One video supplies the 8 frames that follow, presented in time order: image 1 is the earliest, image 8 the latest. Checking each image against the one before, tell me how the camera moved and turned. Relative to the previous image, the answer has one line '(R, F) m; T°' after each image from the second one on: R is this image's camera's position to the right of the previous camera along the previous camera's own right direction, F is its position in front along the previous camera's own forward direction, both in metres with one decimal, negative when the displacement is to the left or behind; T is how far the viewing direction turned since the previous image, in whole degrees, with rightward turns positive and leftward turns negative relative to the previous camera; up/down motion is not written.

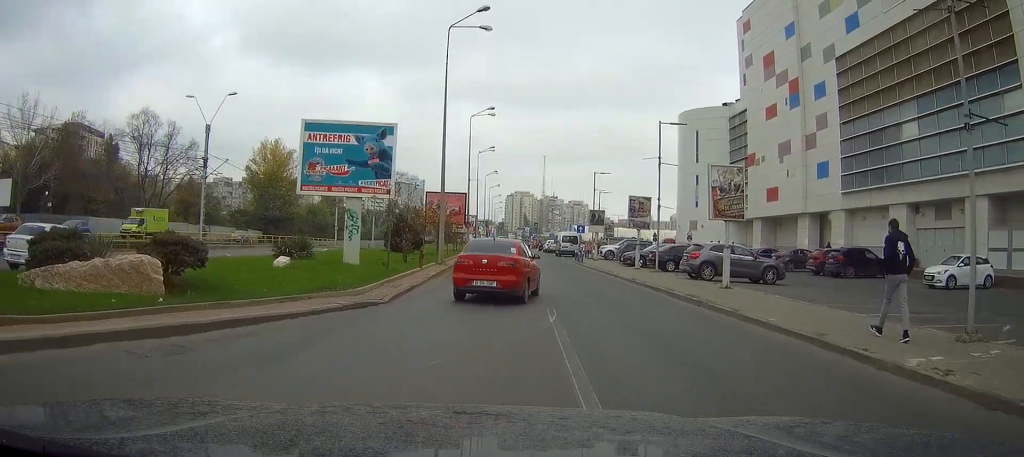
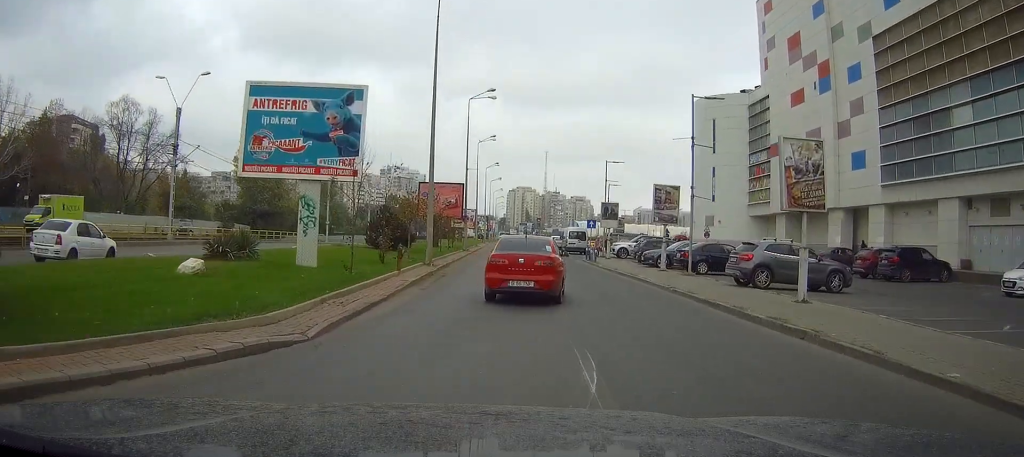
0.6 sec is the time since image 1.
(0.0, +5.9) m; 0°
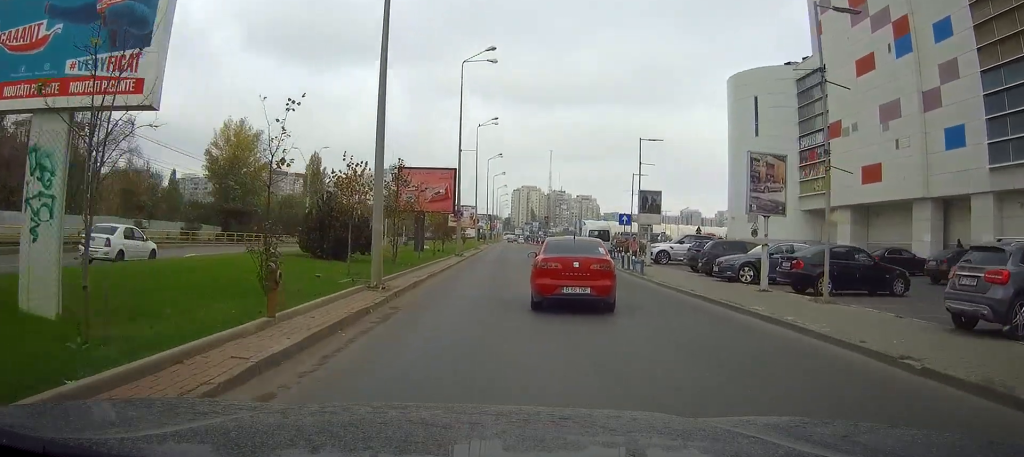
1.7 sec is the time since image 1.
(-0.1, +12.2) m; 0°
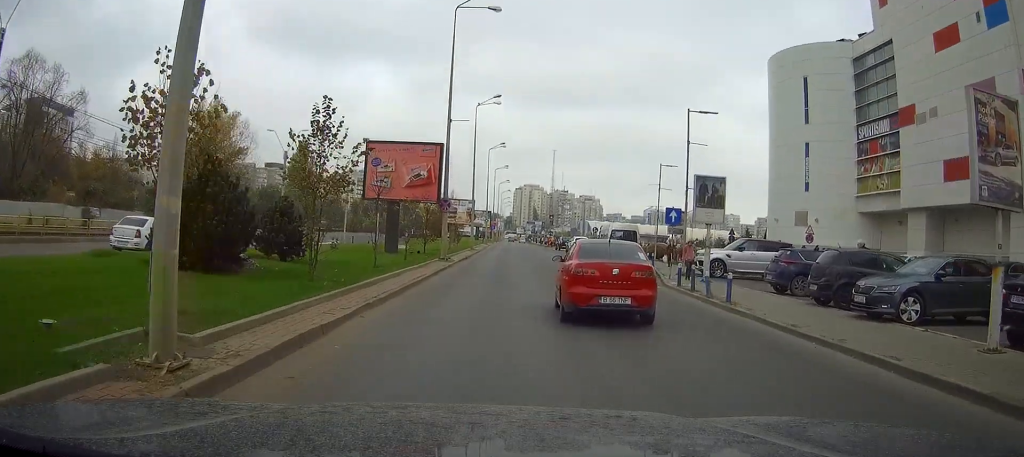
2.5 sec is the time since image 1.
(+0.1, +10.6) m; 0°
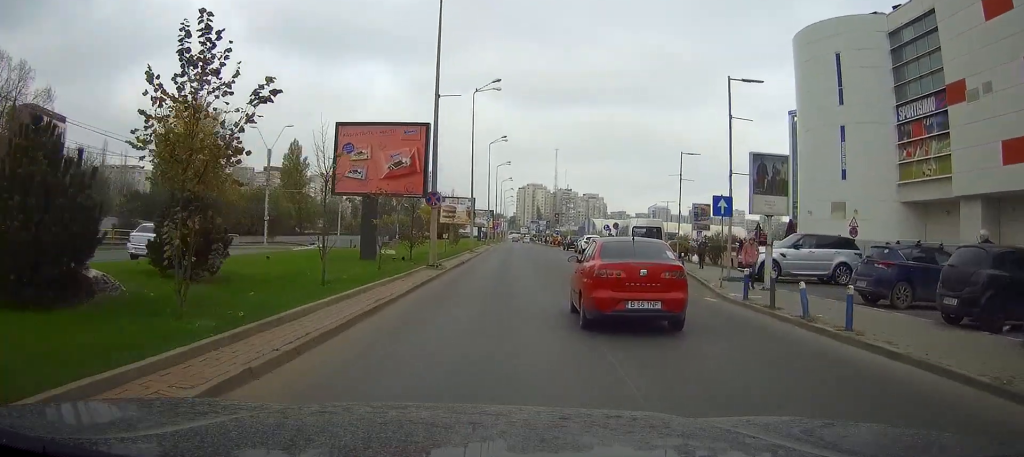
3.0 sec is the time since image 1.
(0.0, +6.0) m; 0°
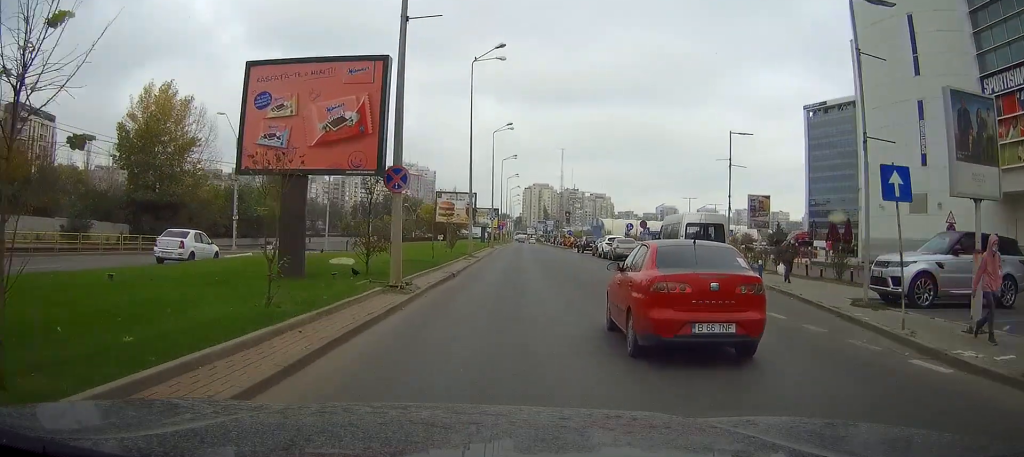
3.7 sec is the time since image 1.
(0.0, +9.8) m; 0°
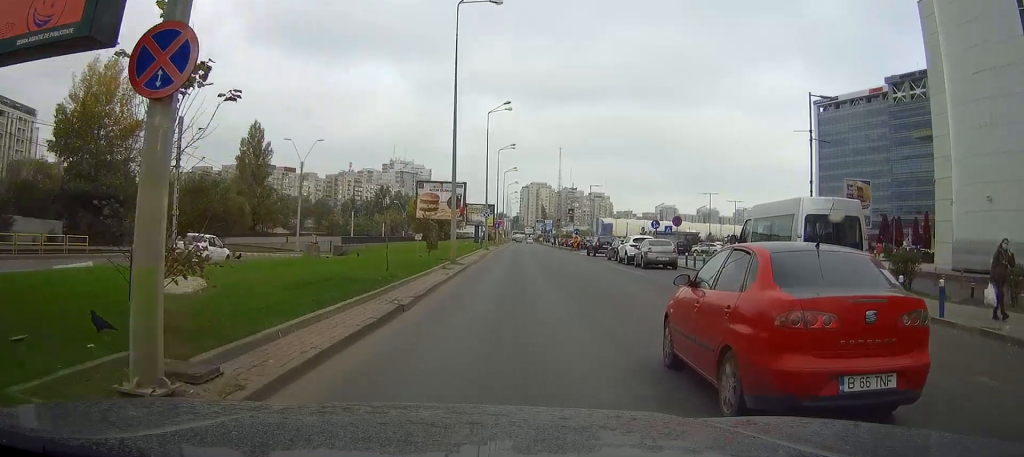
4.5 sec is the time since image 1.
(0.0, +11.3) m; 0°
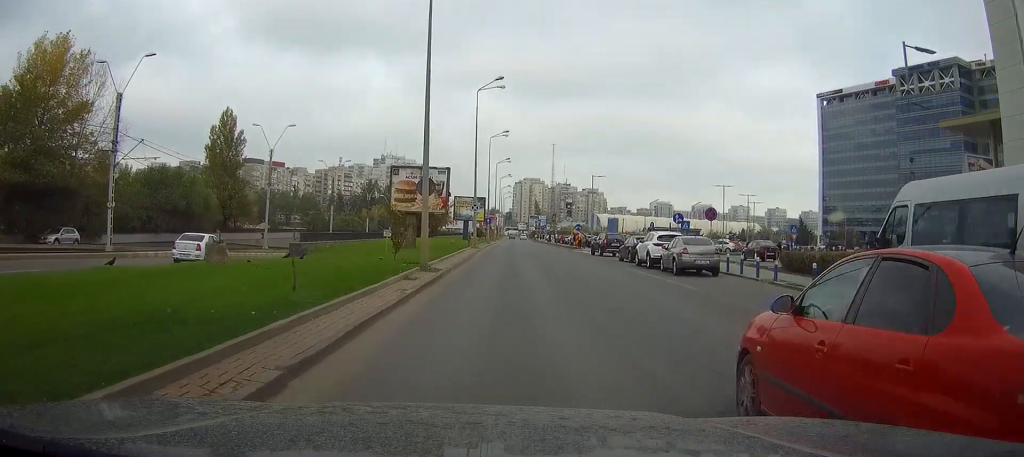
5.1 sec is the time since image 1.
(0.0, +8.2) m; 0°
